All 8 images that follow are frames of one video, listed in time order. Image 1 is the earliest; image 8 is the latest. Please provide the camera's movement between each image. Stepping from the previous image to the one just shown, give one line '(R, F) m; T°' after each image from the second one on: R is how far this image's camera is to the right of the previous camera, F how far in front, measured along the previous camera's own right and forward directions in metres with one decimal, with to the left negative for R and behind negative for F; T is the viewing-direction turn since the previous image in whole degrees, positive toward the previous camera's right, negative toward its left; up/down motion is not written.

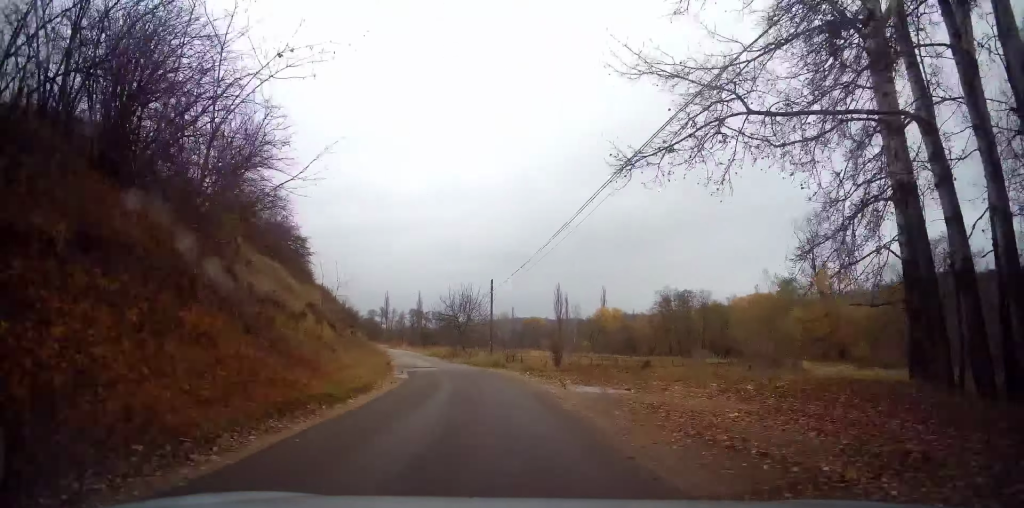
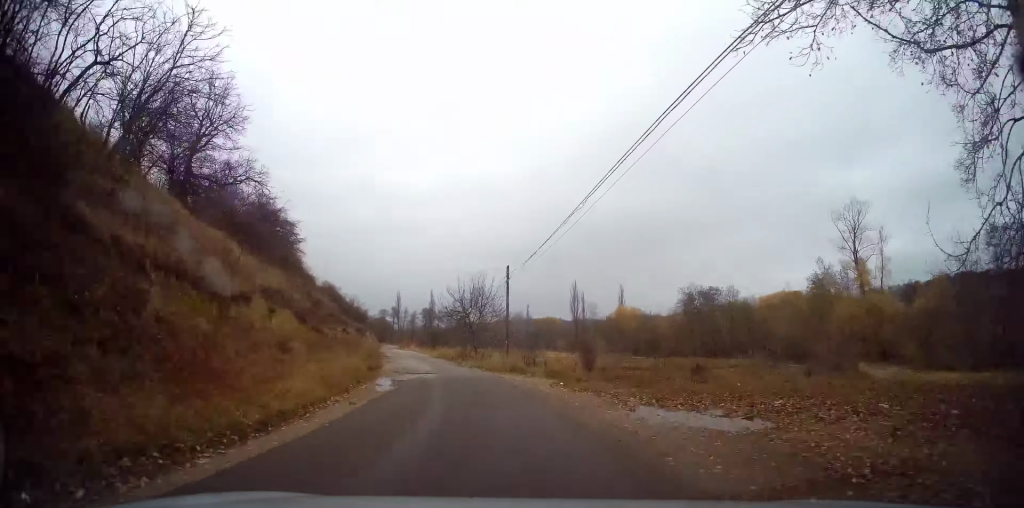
(-0.1, +6.9) m; -2°
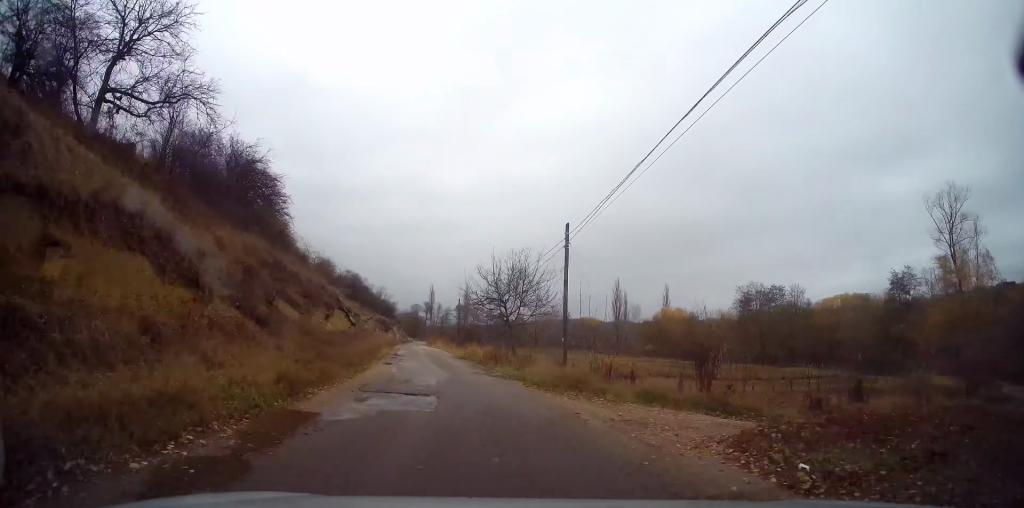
(-0.4, +11.9) m; -3°
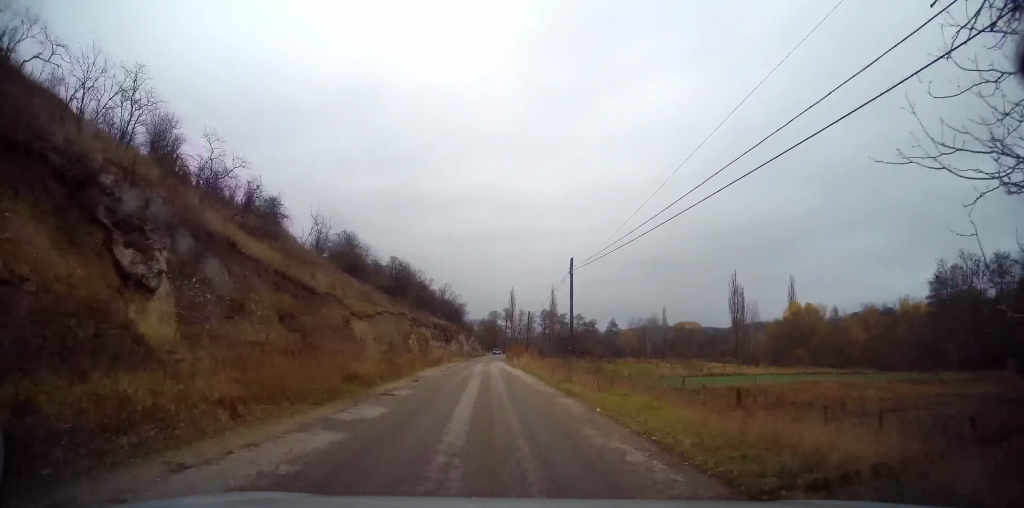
(-2.6, +37.7) m; -6°
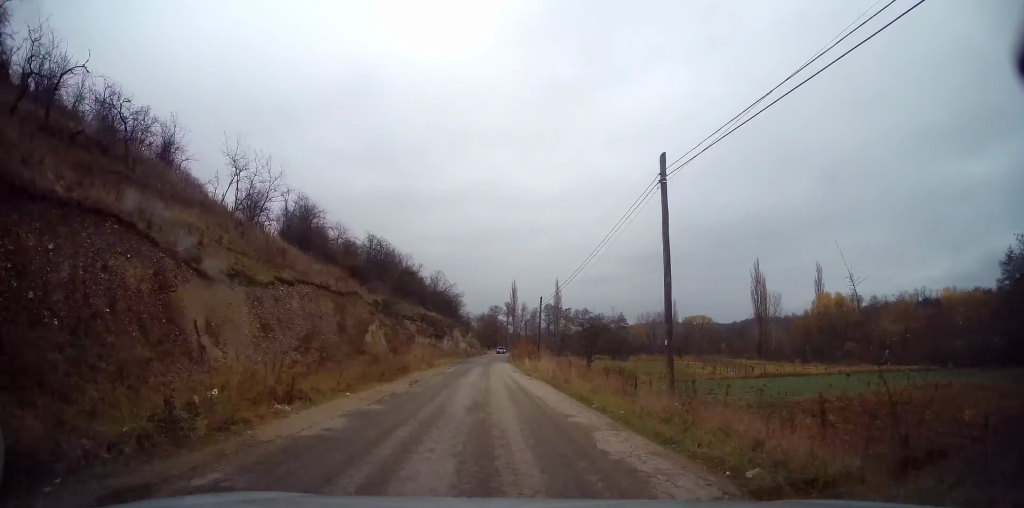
(0.0, +16.3) m; 0°
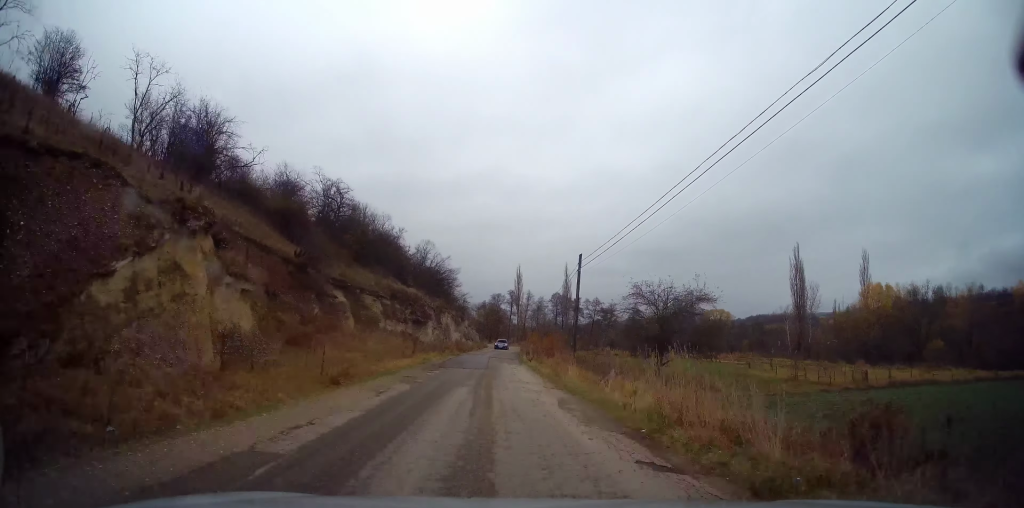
(+0.1, +21.6) m; -2°
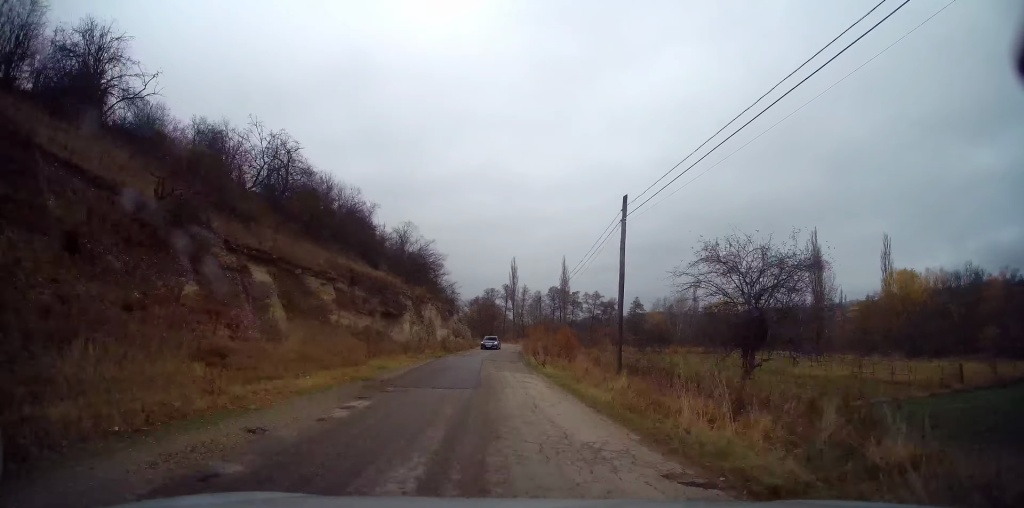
(-0.4, +11.6) m; +1°
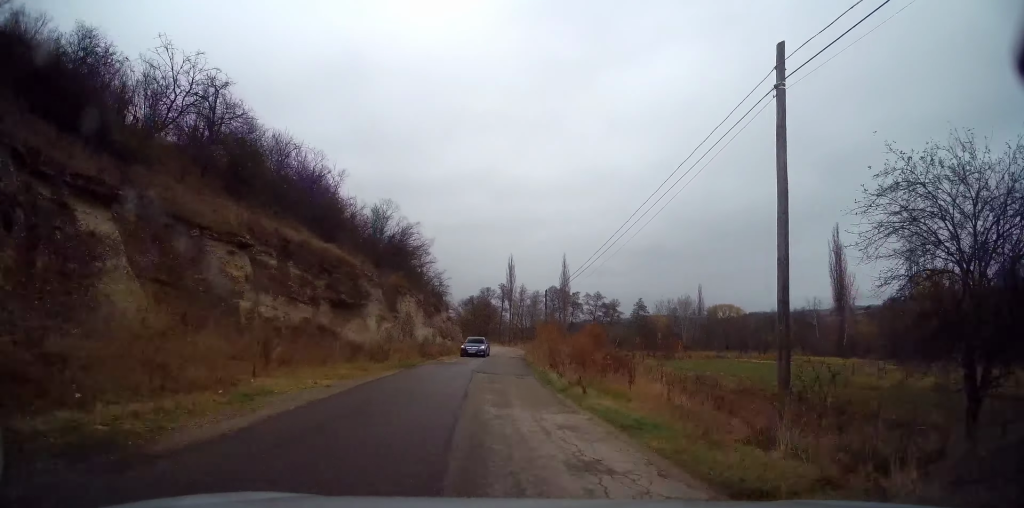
(+0.2, +11.3) m; +2°
